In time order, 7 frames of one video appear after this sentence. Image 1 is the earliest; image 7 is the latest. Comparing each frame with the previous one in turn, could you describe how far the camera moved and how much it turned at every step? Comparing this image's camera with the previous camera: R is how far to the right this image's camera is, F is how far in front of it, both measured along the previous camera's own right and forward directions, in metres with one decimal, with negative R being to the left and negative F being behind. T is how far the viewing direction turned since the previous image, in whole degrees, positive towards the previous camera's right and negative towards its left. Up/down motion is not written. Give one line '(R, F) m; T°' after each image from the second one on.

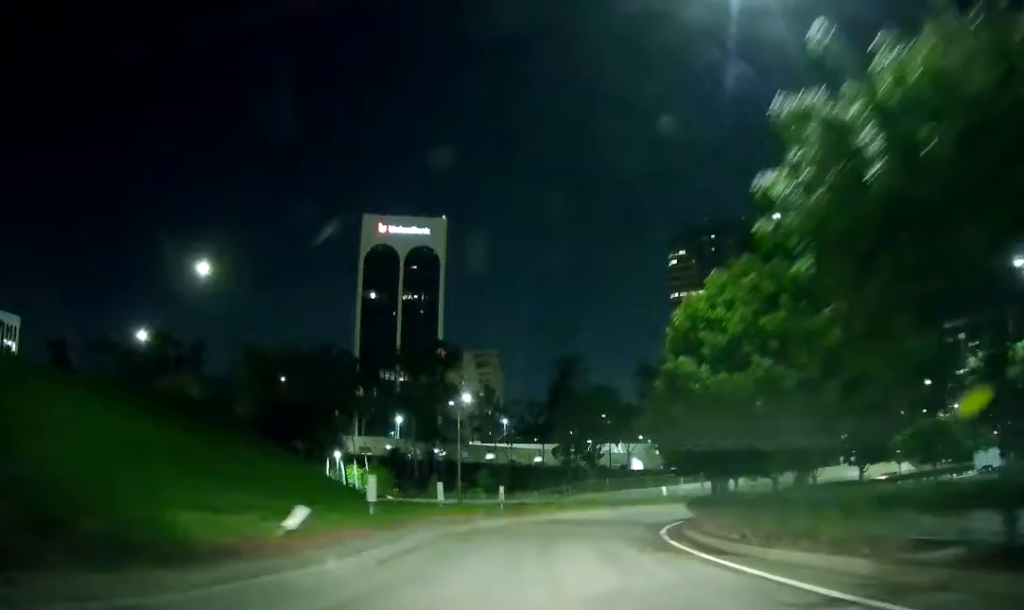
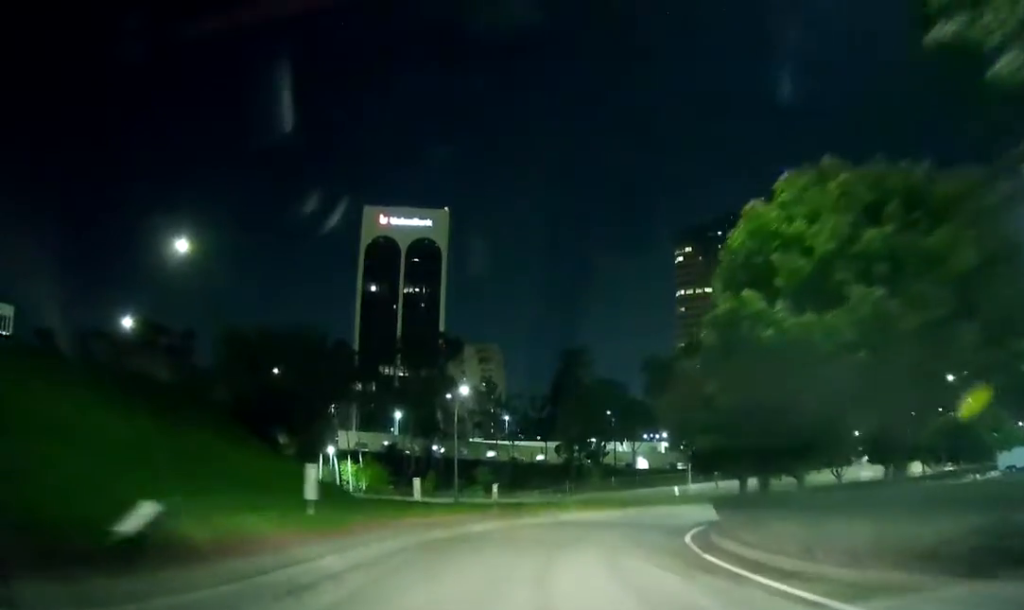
(+0.2, +4.5) m; +1°
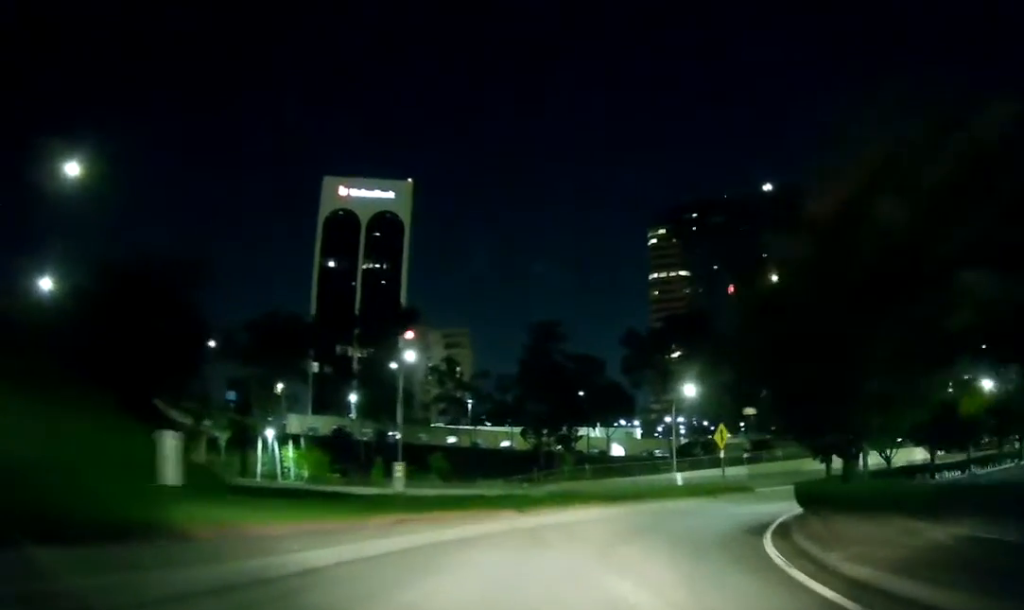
(+0.3, +13.2) m; +1°
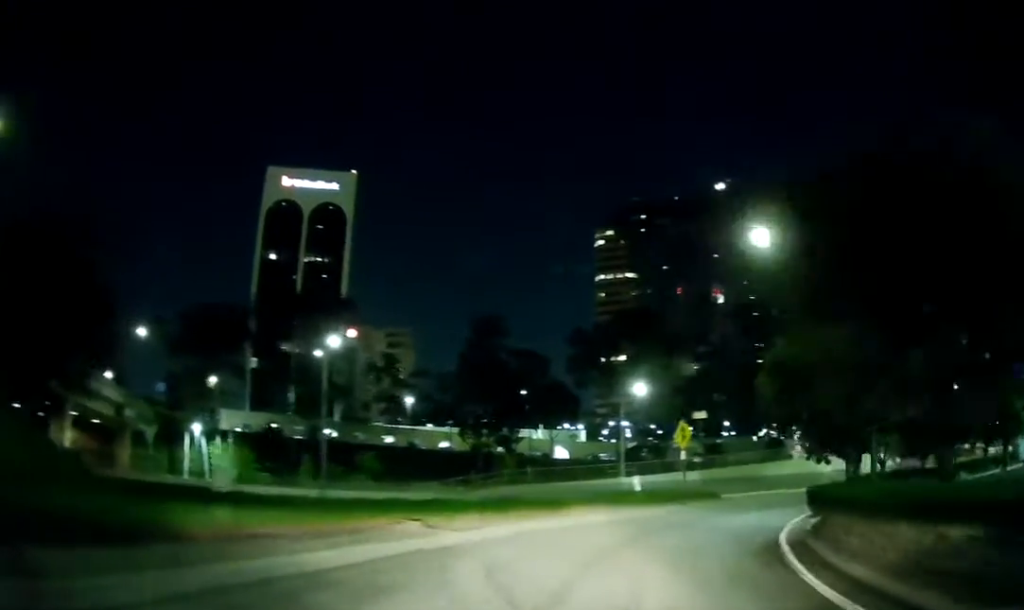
(0.0, +6.1) m; +4°
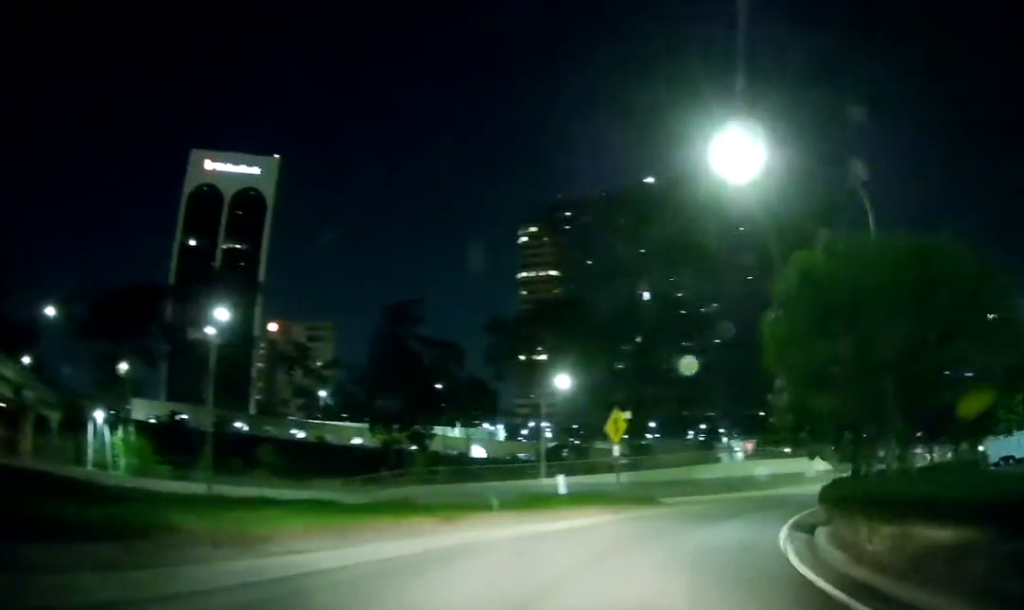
(0.0, +7.2) m; +7°
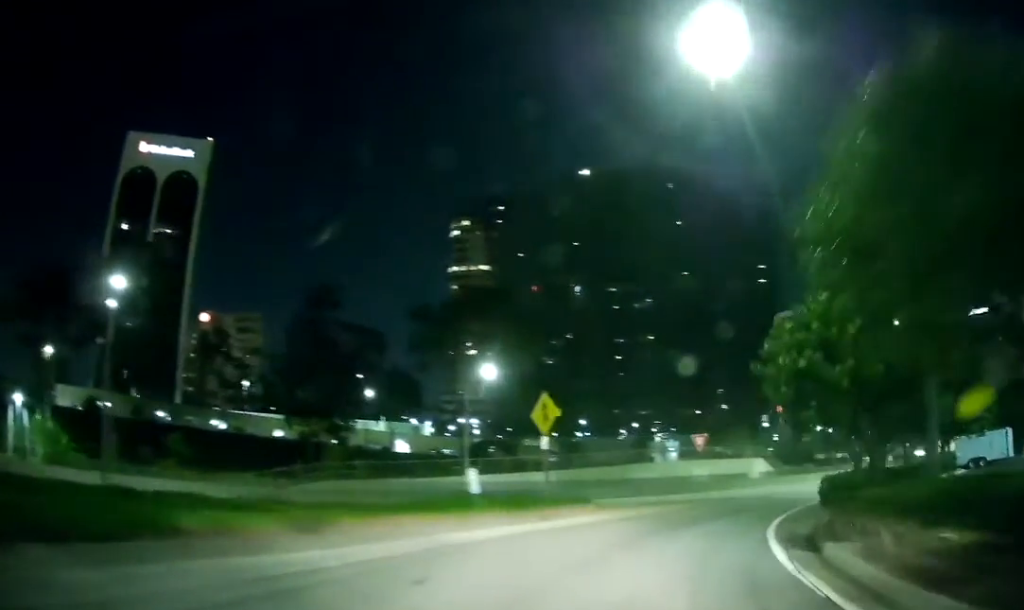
(+0.6, +5.5) m; +7°
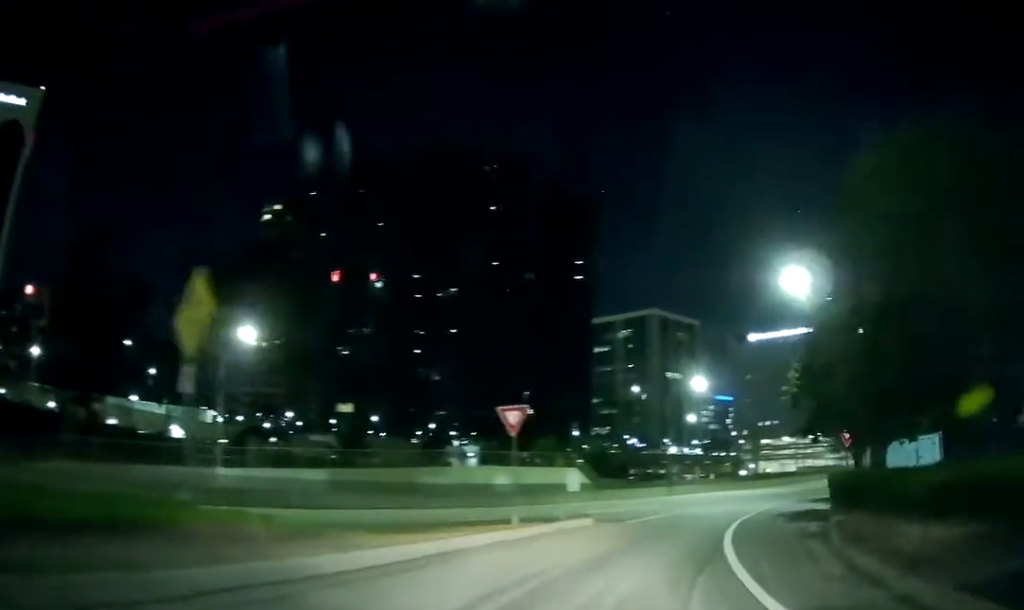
(+2.2, +15.9) m; +18°
